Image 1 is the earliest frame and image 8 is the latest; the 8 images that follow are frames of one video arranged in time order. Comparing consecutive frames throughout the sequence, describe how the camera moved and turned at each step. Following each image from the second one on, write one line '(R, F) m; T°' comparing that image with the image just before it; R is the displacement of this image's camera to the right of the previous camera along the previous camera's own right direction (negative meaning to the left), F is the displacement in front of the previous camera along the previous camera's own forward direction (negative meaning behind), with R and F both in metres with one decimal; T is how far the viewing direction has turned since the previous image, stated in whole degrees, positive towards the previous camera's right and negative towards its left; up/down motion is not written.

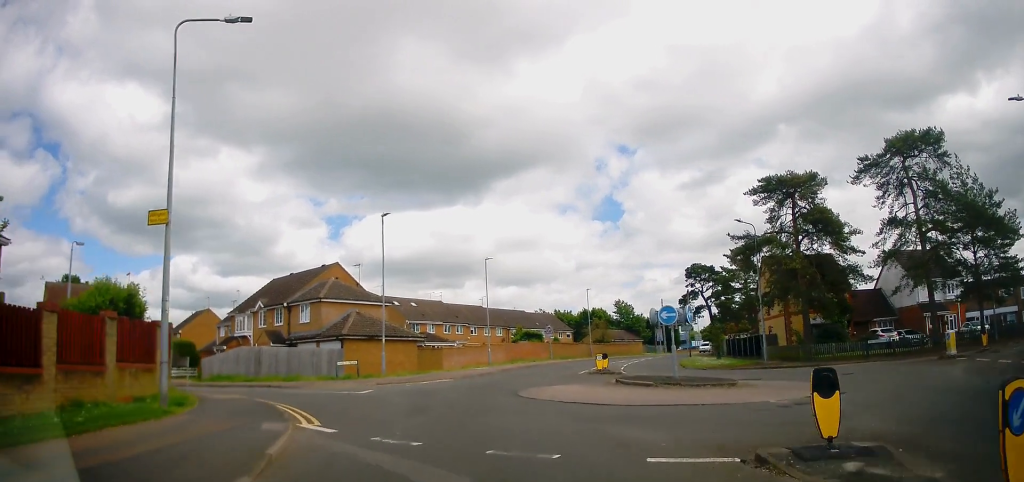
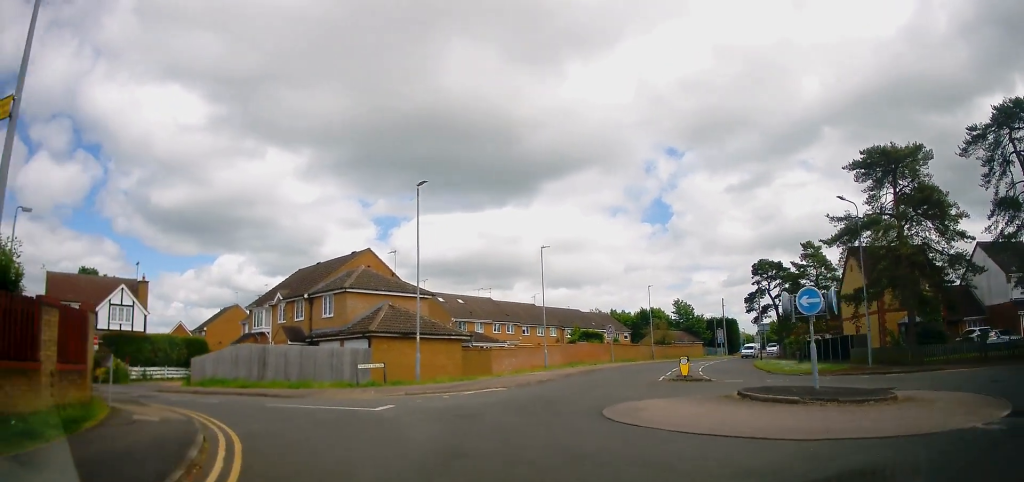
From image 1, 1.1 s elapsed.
(-0.4, +5.8) m; -3°
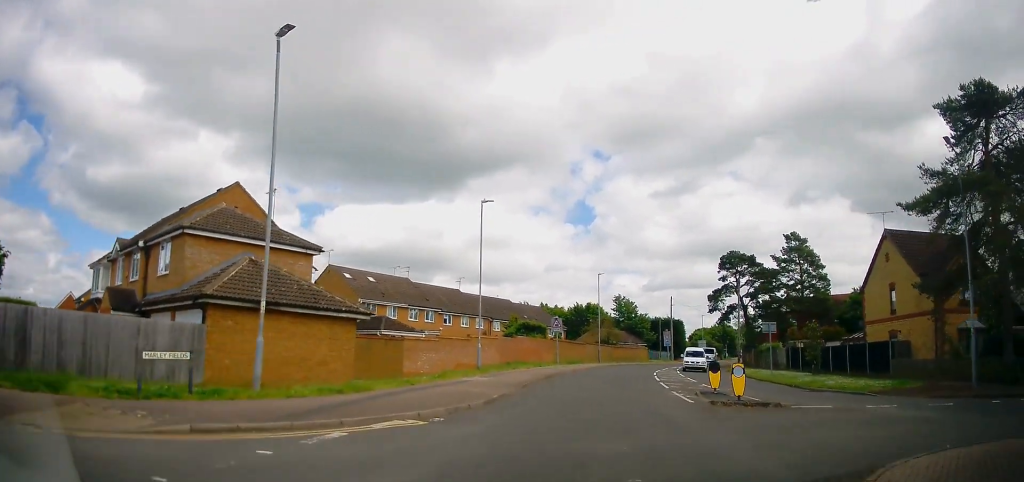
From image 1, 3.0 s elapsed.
(+0.7, +11.2) m; +8°
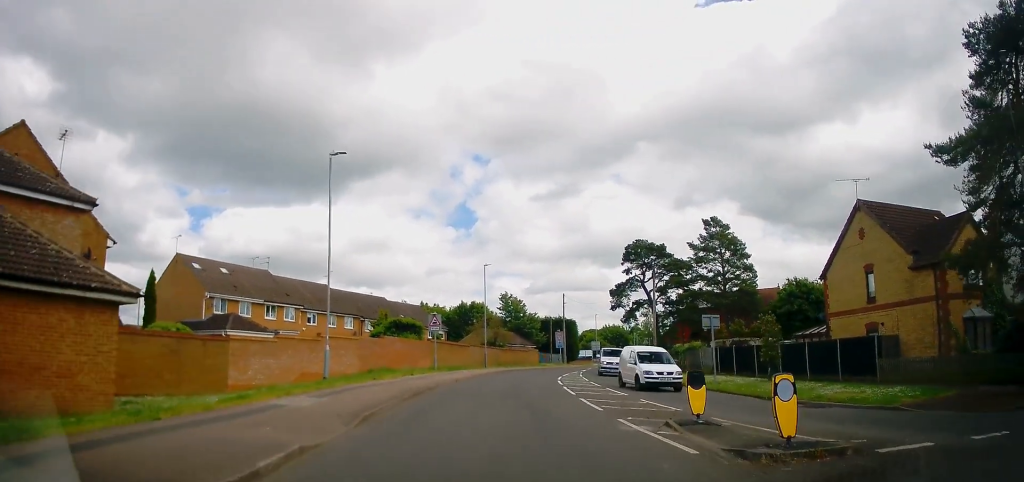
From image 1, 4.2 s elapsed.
(+0.4, +7.5) m; +8°
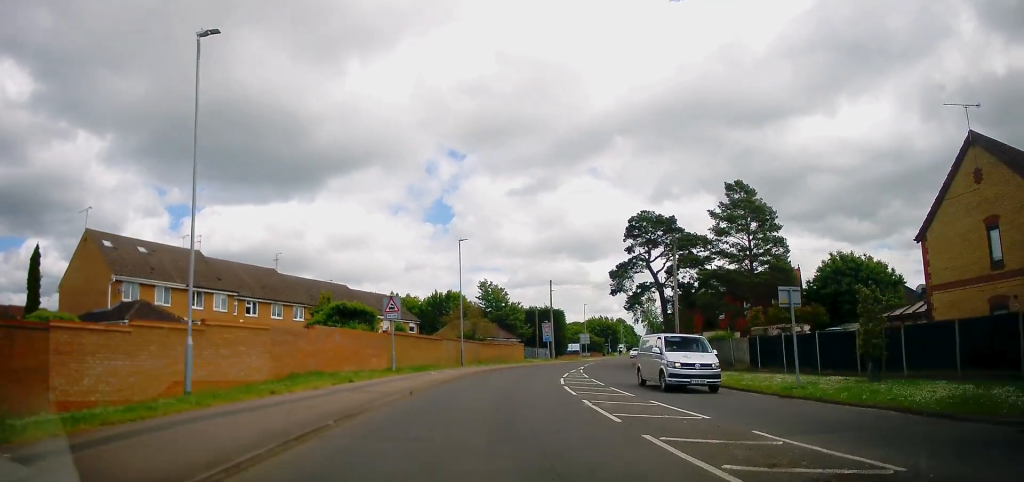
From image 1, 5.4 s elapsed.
(+0.8, +8.7) m; +6°
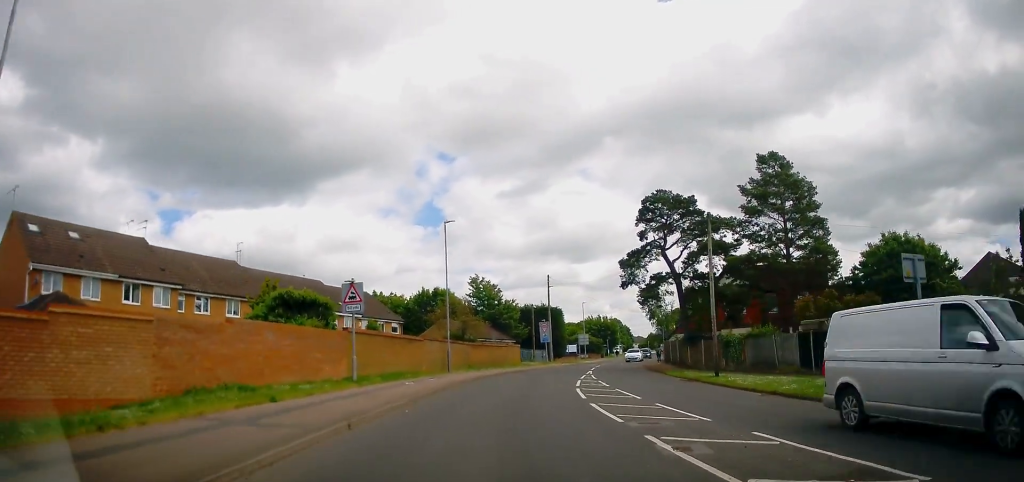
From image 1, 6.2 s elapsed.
(0.0, +6.3) m; 0°
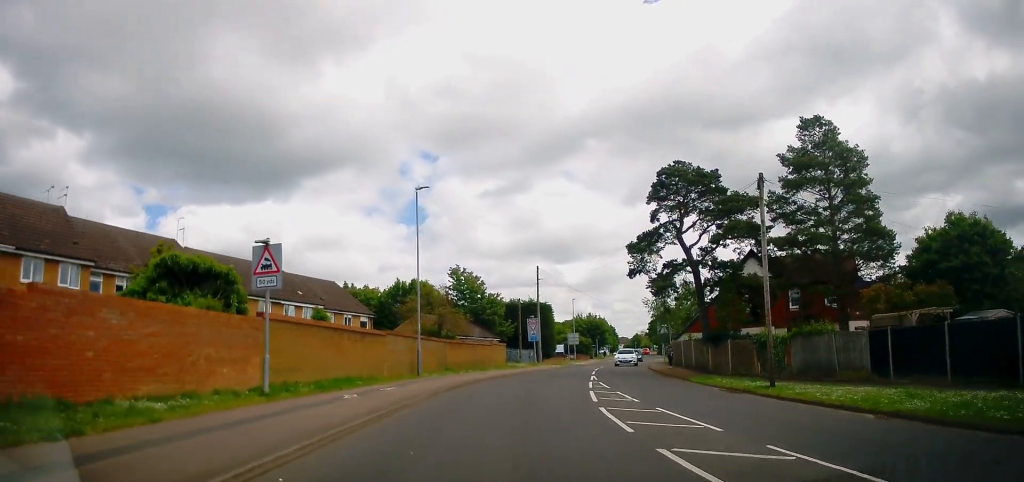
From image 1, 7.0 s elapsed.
(-0.1, +6.6) m; +1°
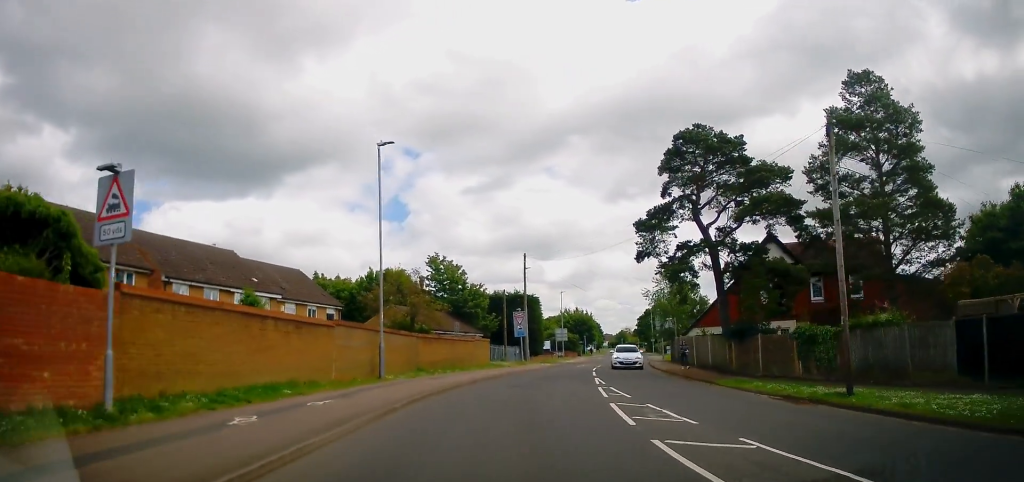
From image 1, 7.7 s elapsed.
(-0.1, +5.4) m; +2°
